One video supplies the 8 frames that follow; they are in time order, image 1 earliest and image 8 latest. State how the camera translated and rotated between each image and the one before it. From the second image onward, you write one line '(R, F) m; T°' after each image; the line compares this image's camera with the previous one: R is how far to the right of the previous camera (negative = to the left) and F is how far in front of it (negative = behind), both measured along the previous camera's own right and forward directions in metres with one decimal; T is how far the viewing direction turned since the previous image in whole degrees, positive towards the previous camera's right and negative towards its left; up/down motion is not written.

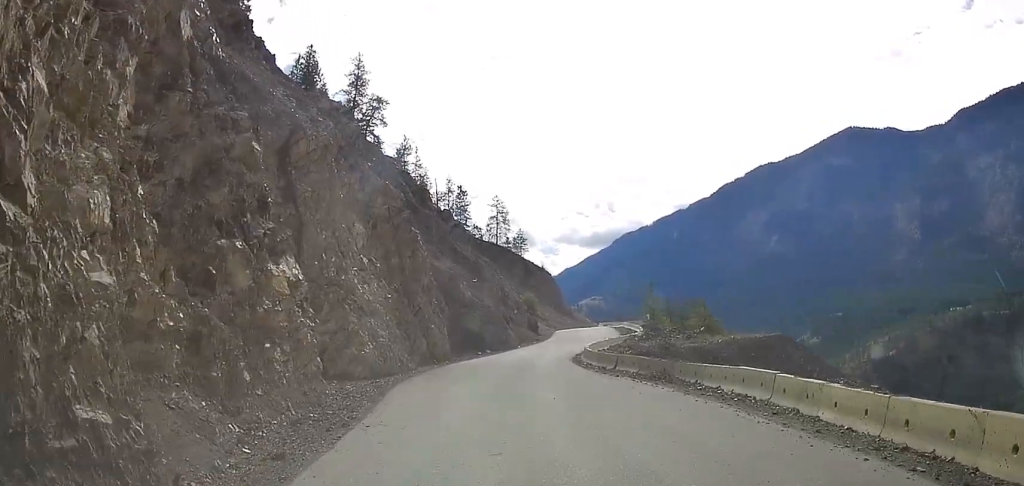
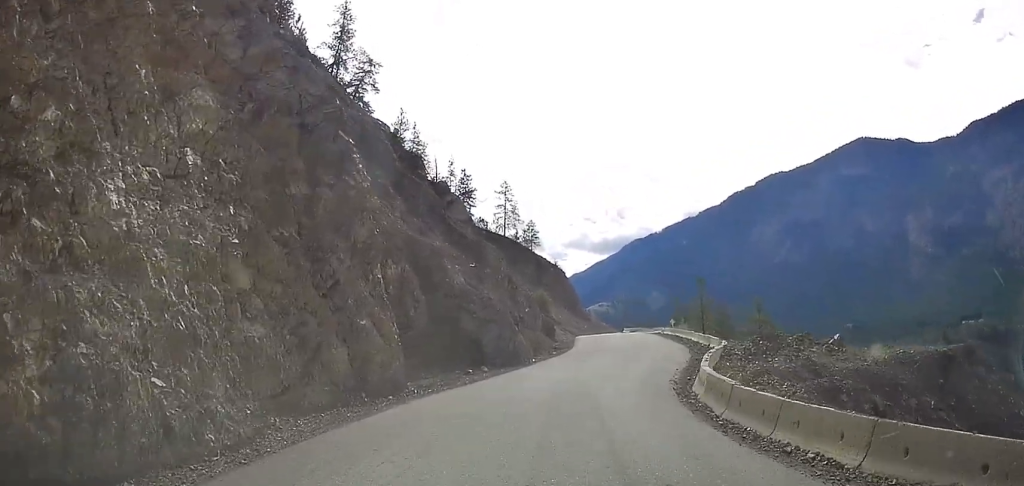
(+1.8, +20.7) m; +6°
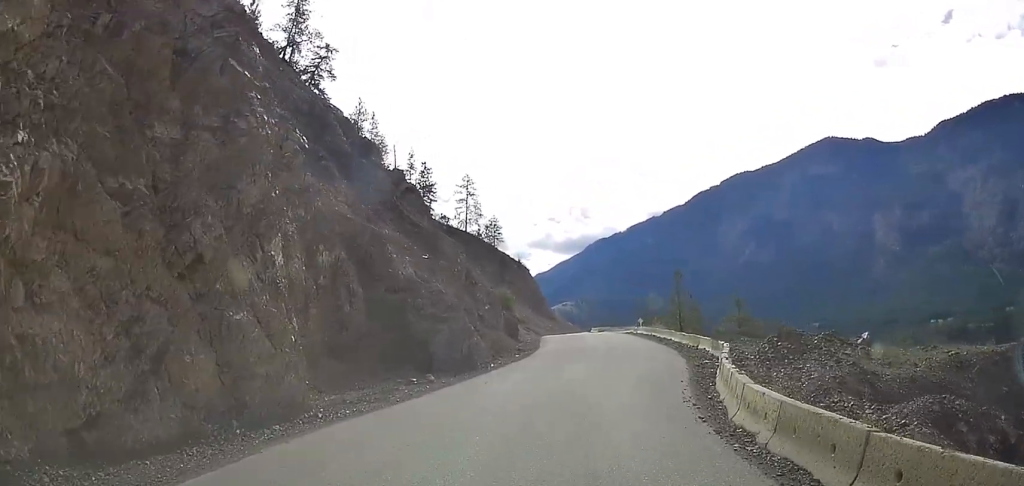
(0.0, +6.3) m; +2°
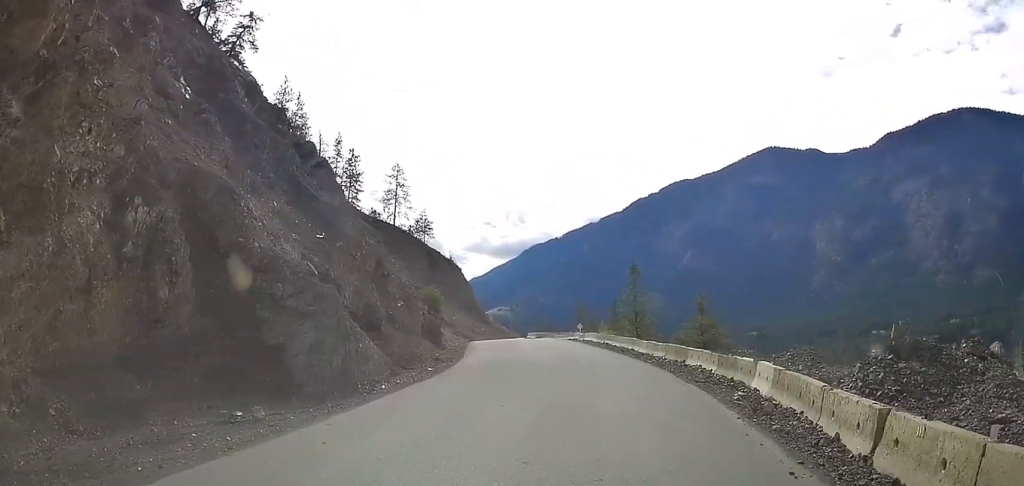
(+0.2, +11.6) m; +7°
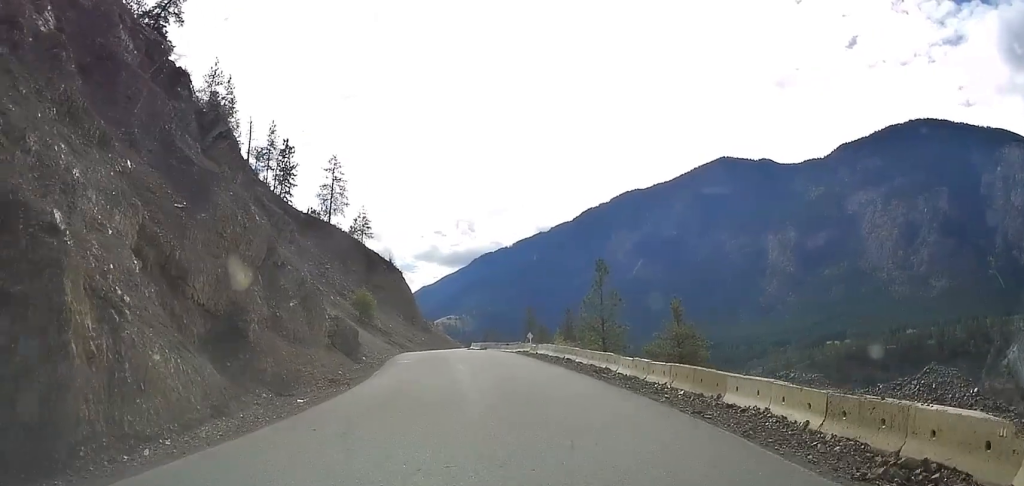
(+1.3, +11.8) m; +6°
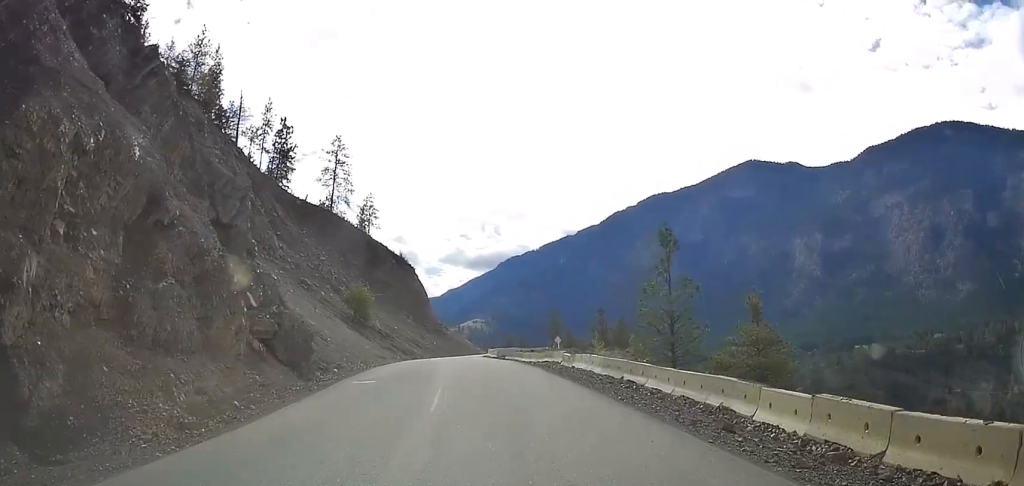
(+0.1, +14.7) m; 0°
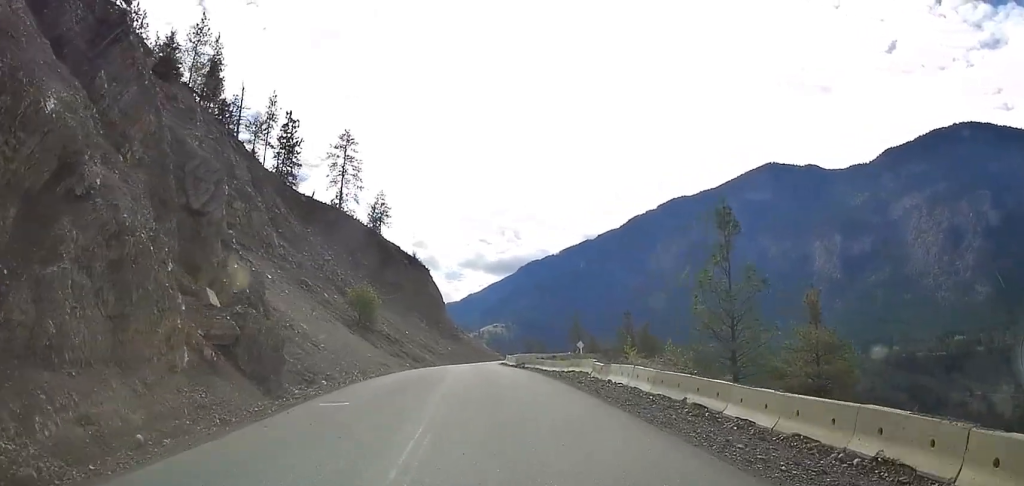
(0.0, +6.2) m; -1°
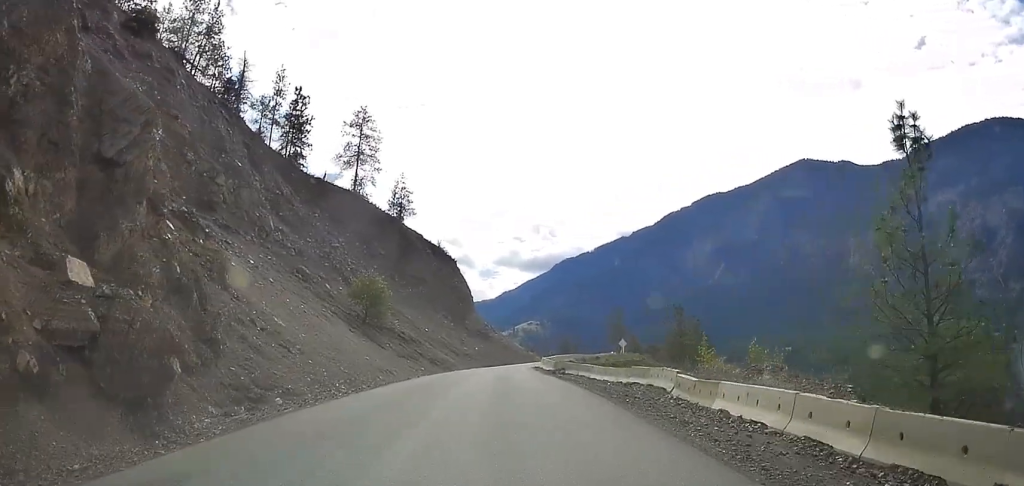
(-0.1, +10.7) m; -2°
